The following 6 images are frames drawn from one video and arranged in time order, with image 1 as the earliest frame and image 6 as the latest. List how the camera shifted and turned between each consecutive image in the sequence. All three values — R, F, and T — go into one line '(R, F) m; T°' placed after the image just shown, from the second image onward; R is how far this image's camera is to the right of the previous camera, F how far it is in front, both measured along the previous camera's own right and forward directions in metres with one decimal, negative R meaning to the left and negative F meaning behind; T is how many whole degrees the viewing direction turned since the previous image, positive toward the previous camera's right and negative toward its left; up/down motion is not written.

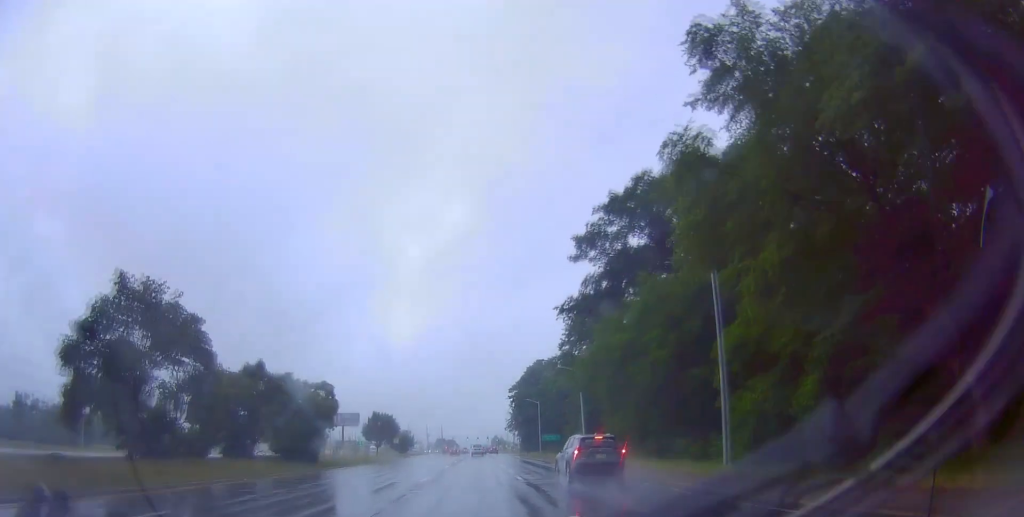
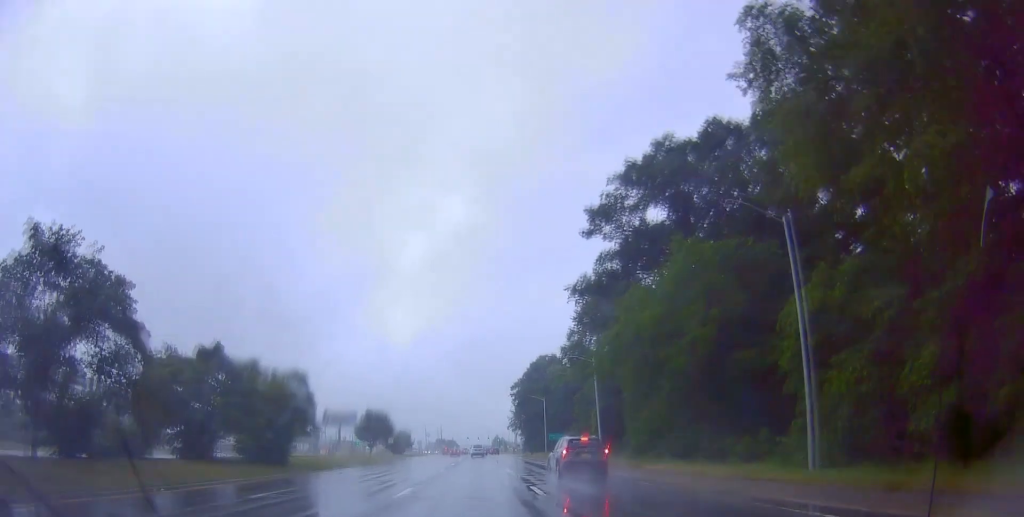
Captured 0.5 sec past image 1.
(0.0, +7.3) m; -1°
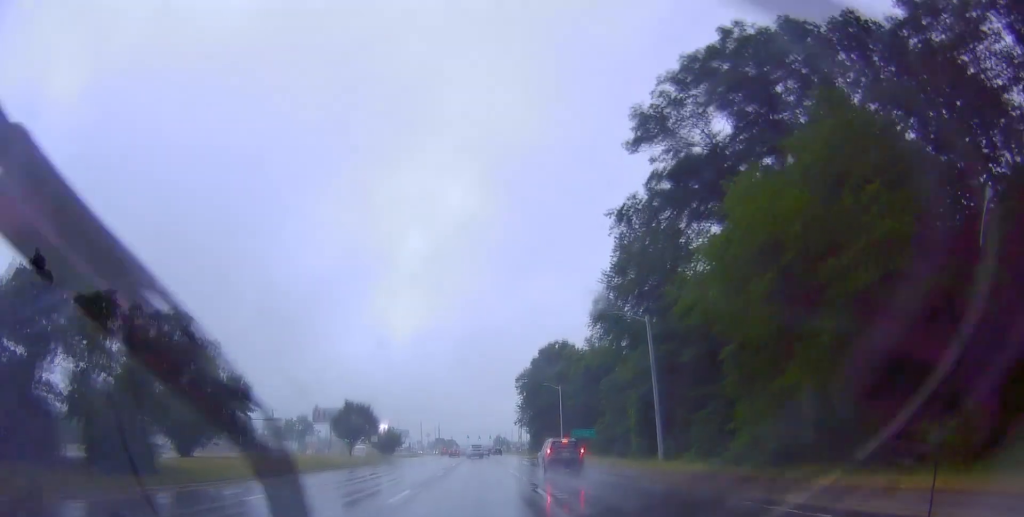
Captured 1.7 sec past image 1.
(-0.3, +16.4) m; -2°
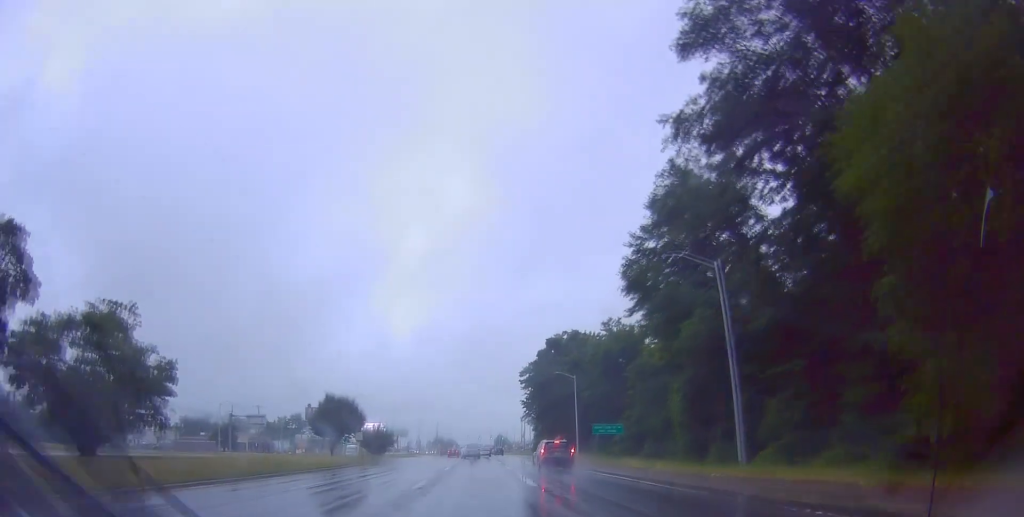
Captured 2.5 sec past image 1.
(-0.2, +11.0) m; 0°
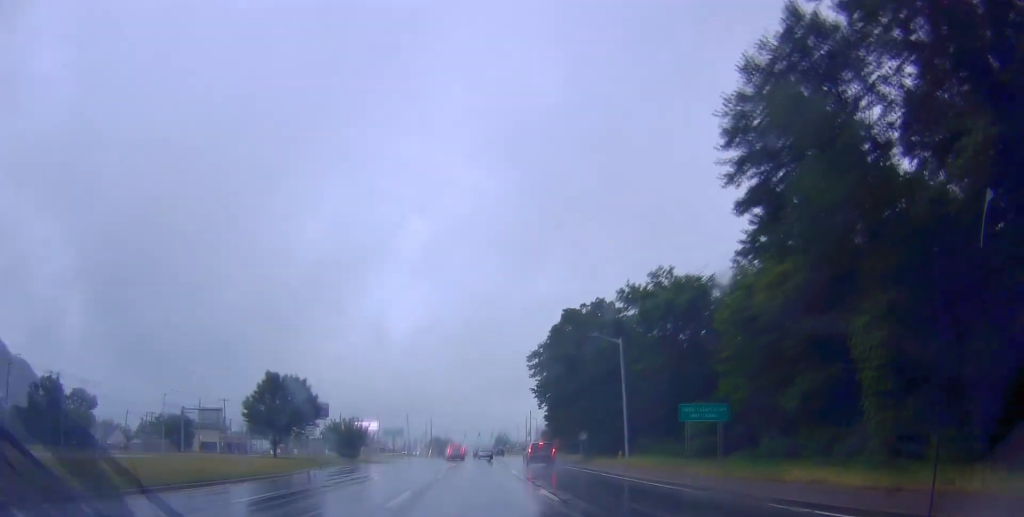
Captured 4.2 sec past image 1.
(+0.7, +22.6) m; +2°
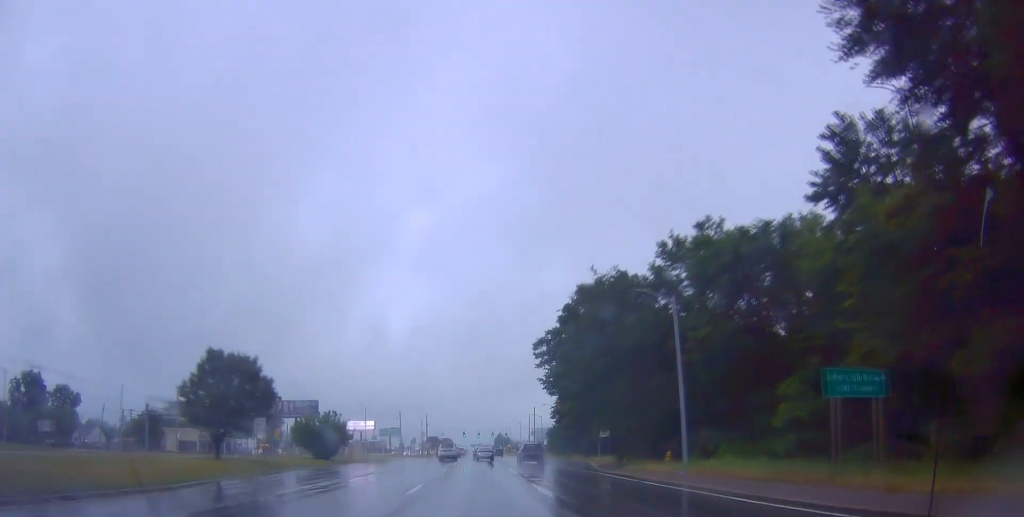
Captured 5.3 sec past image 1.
(0.0, +13.9) m; 0°
